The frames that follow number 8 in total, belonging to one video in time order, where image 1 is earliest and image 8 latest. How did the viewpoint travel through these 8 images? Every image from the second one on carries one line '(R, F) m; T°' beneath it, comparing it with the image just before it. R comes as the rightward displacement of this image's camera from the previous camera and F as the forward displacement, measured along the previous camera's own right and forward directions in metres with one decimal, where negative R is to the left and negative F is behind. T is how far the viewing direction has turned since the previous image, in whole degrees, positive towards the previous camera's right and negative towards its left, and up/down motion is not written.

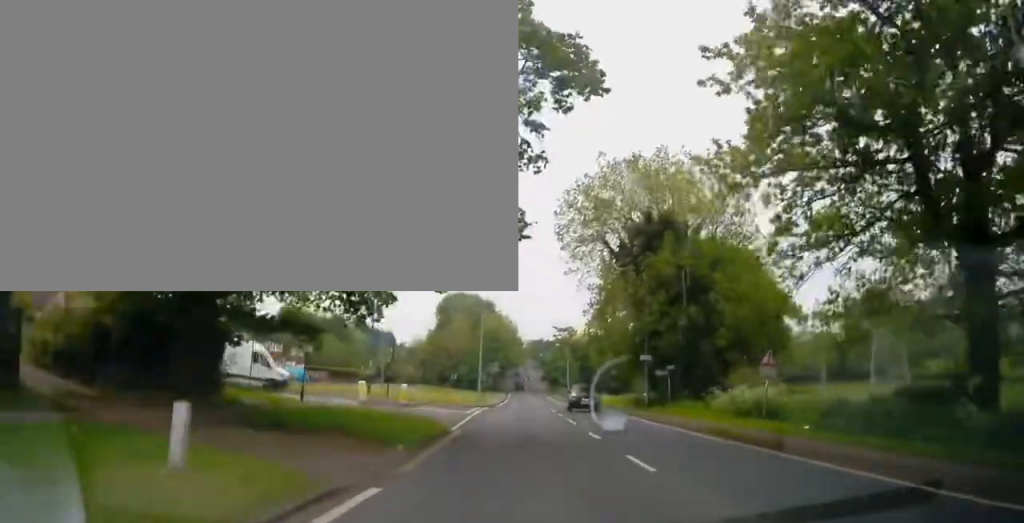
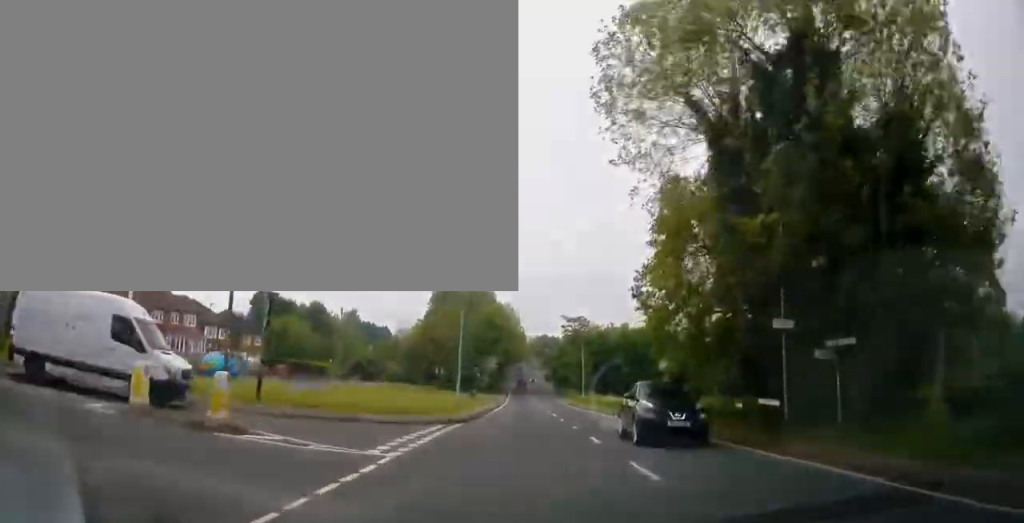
(-0.2, +18.8) m; -1°
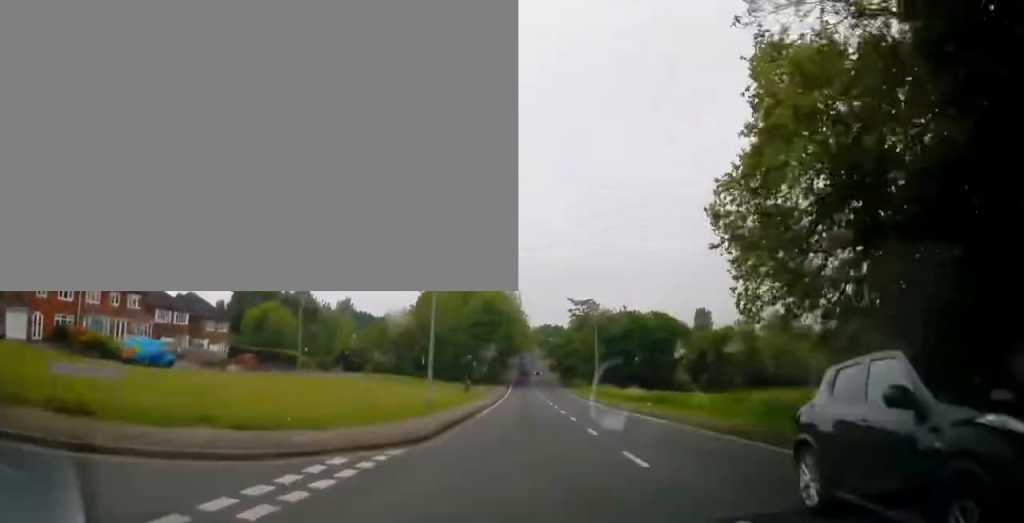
(-0.1, +11.1) m; 0°
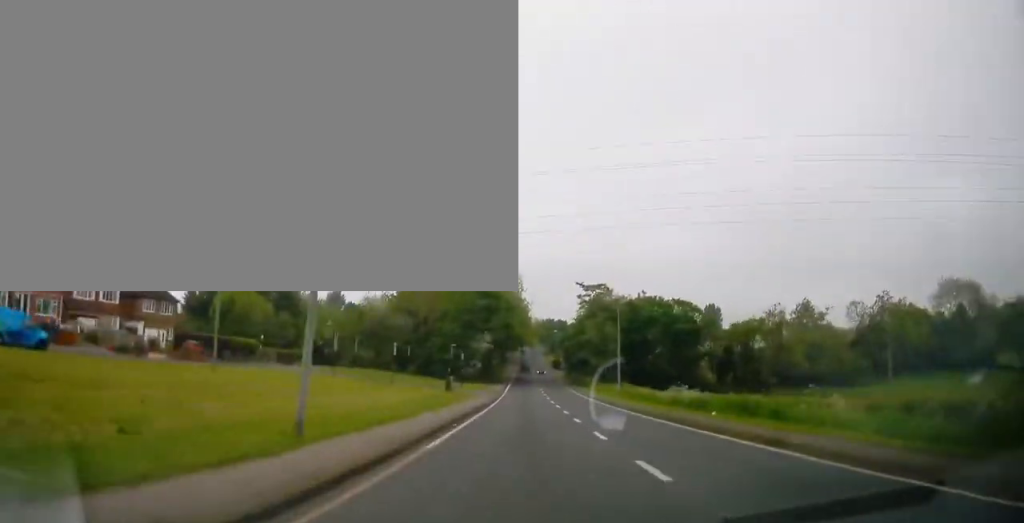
(0.0, +12.8) m; 0°
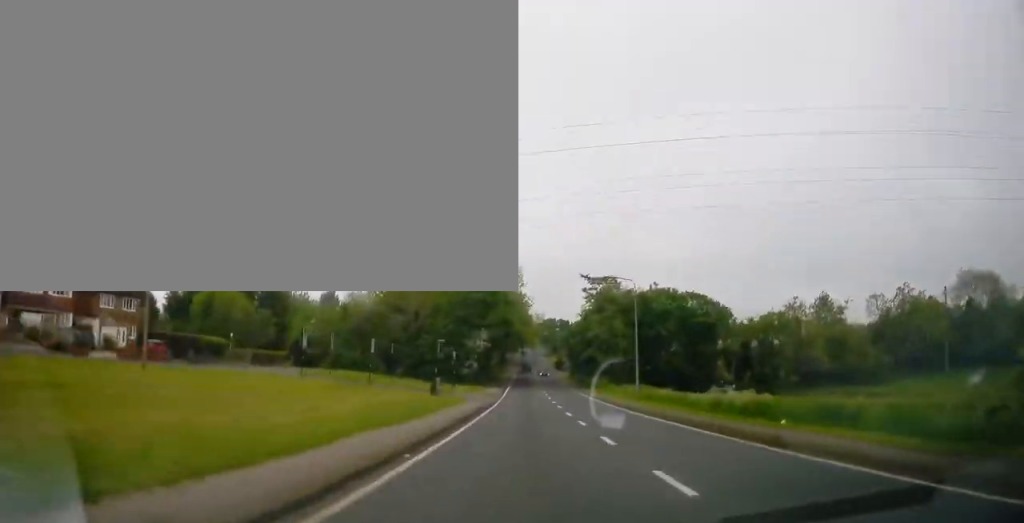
(+0.2, +7.6) m; 0°
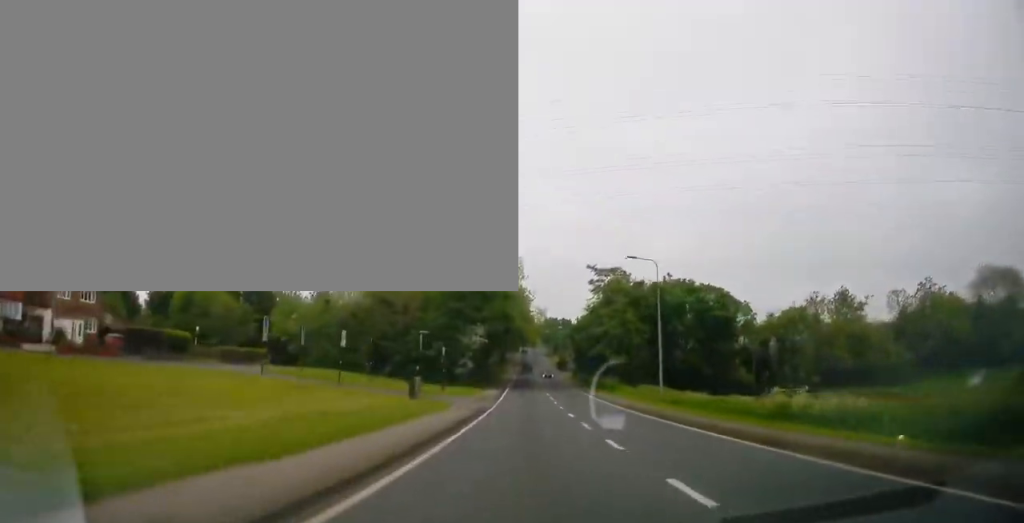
(0.0, +6.5) m; 0°
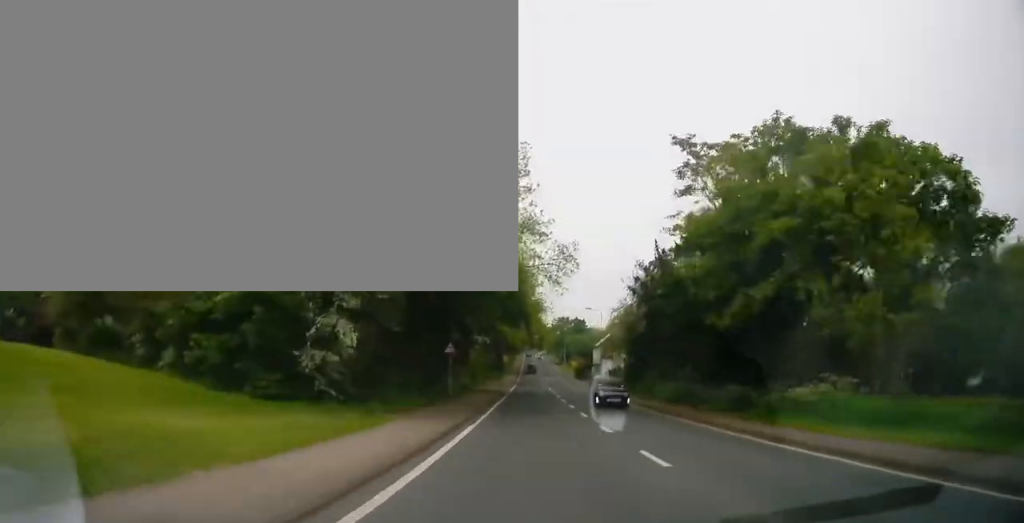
(-0.3, +38.7) m; 0°
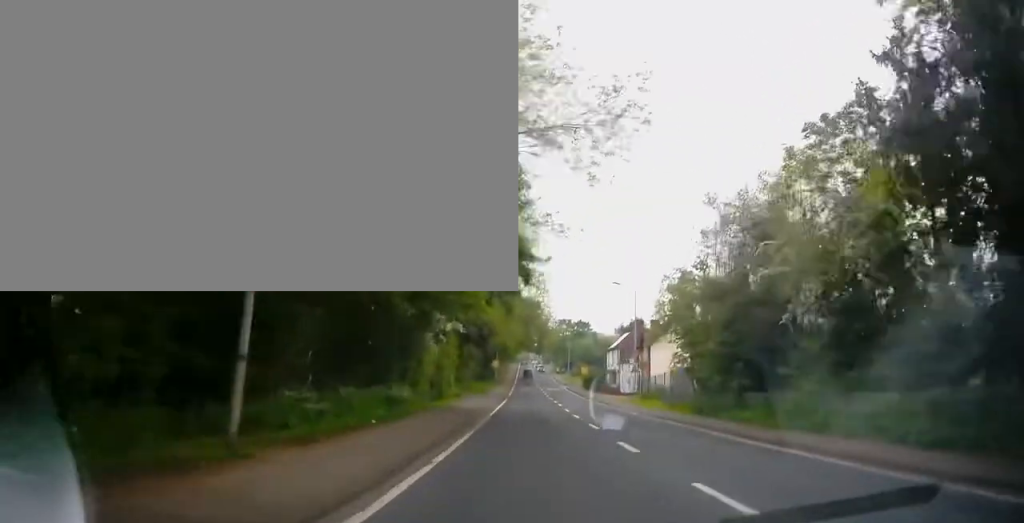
(+0.1, +22.2) m; 0°
